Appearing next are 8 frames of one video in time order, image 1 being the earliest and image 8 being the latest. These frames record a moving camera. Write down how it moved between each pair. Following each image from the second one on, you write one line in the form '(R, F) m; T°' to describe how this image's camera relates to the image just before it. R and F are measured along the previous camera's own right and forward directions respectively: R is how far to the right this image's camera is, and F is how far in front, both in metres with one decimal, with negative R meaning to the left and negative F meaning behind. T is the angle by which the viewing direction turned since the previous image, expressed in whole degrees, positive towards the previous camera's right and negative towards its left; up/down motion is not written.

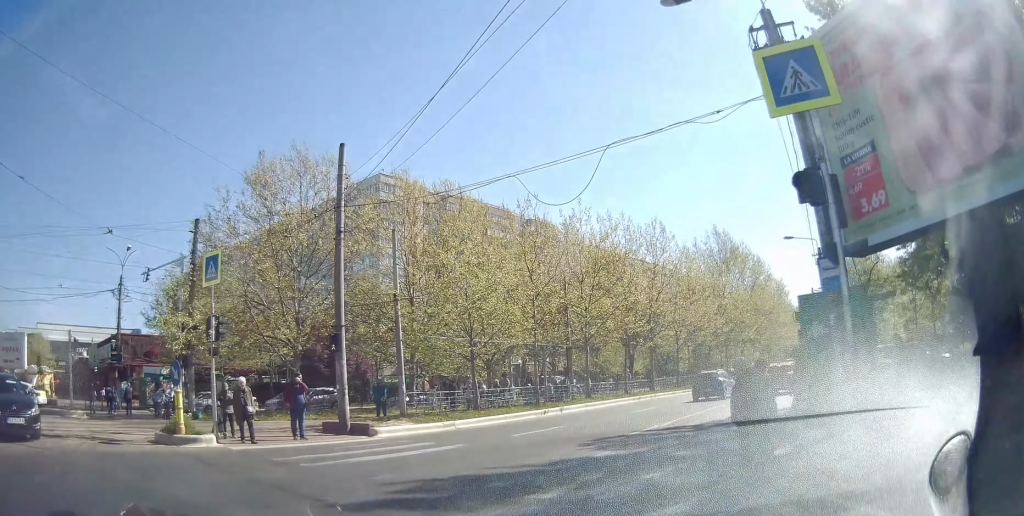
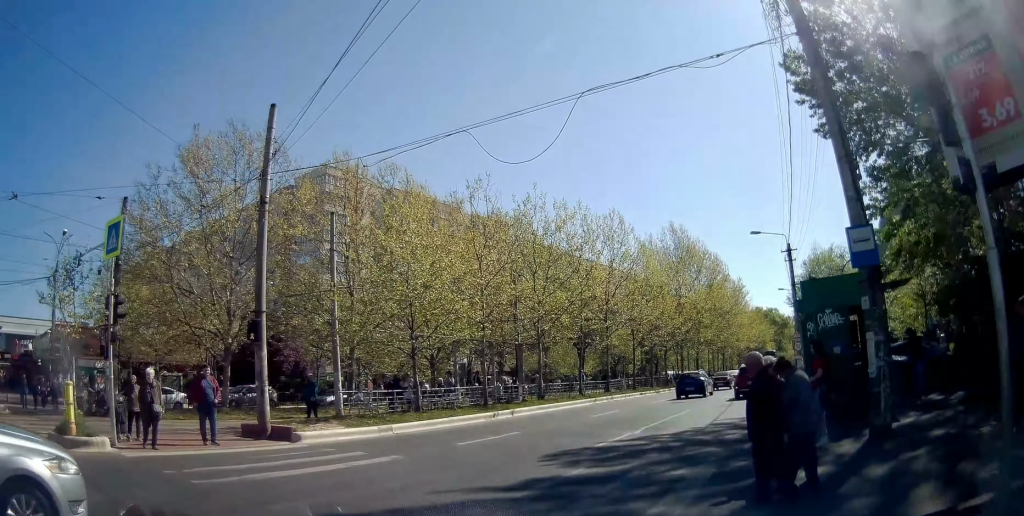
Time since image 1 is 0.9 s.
(+0.2, +3.2) m; +9°
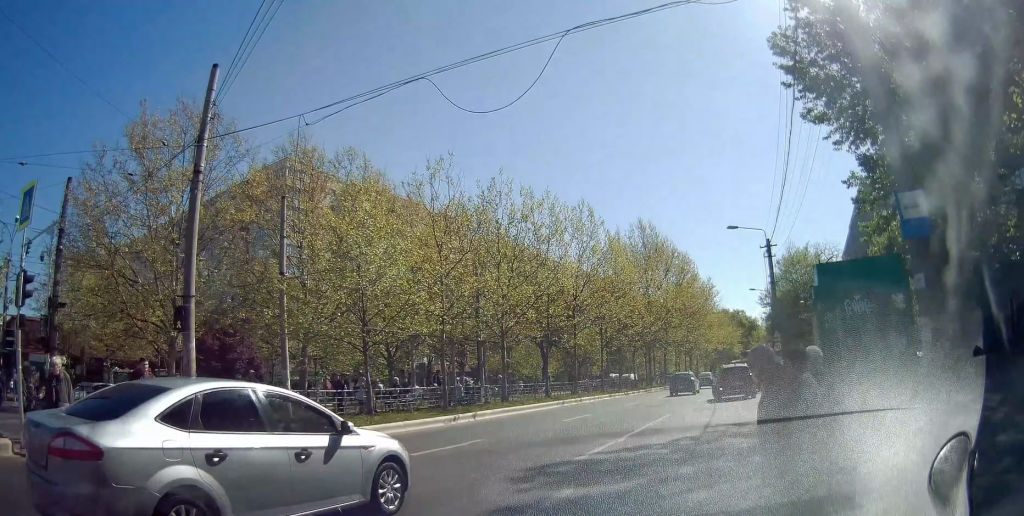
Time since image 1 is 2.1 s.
(+0.4, +3.5) m; +11°
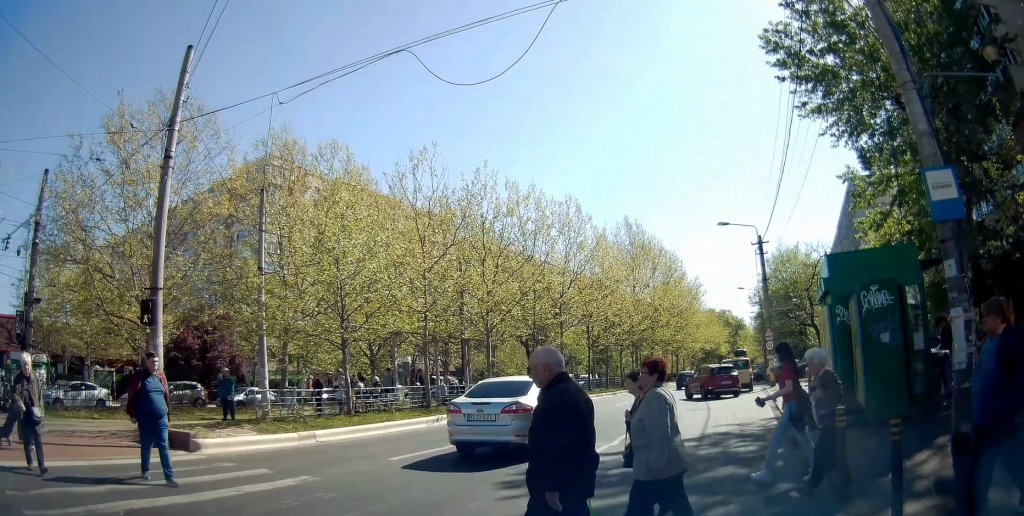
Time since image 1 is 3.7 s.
(+0.1, +1.9) m; +2°
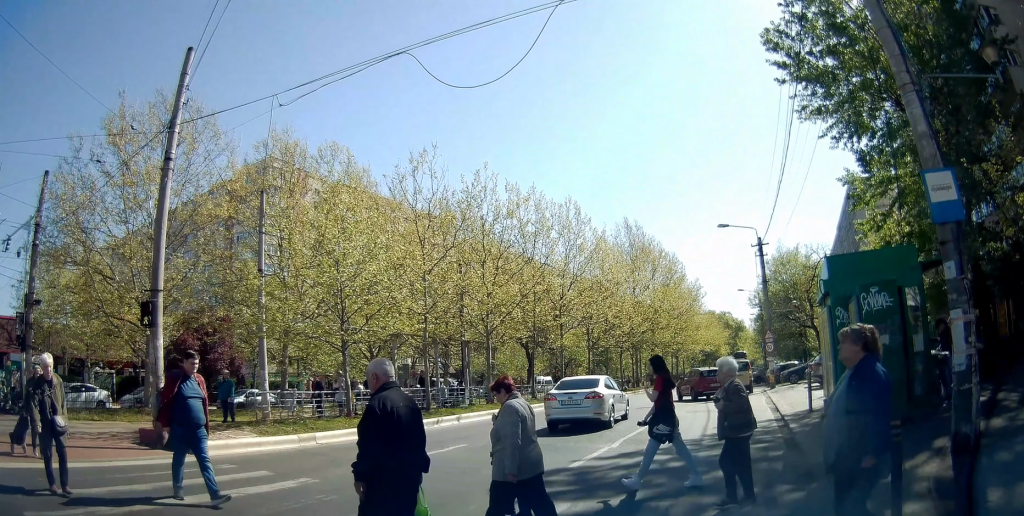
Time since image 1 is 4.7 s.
(0.0, +0.3) m; 0°
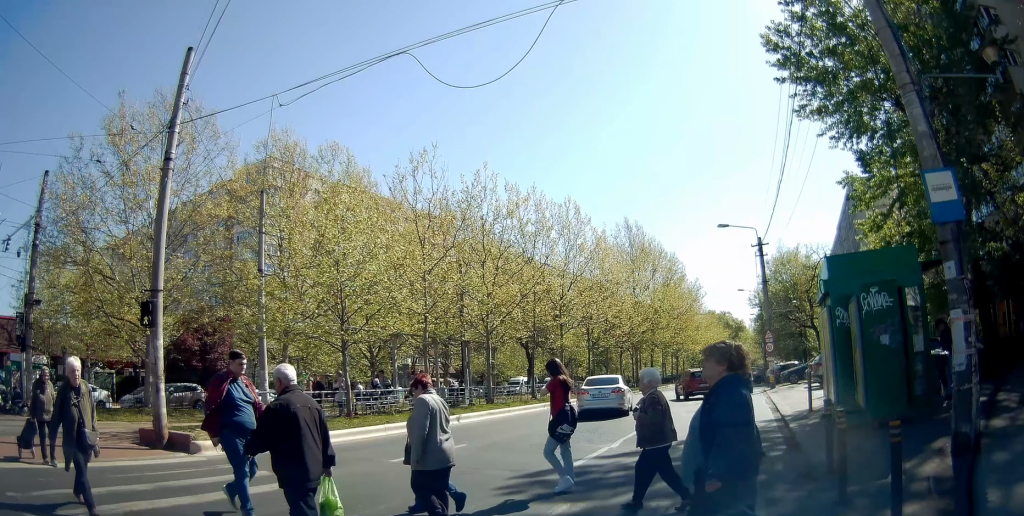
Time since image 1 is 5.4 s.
(0.0, 0.0) m; 0°
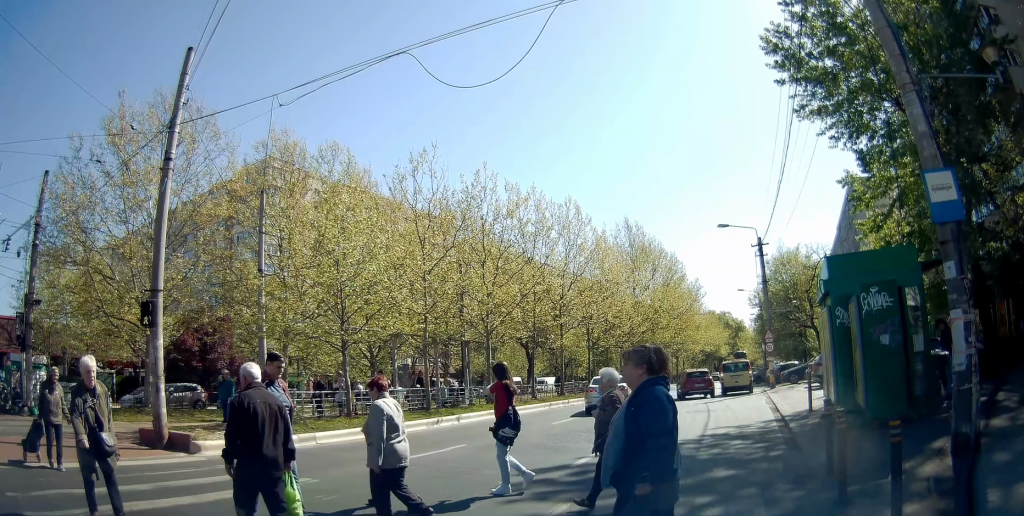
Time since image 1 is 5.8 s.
(0.0, 0.0) m; 0°
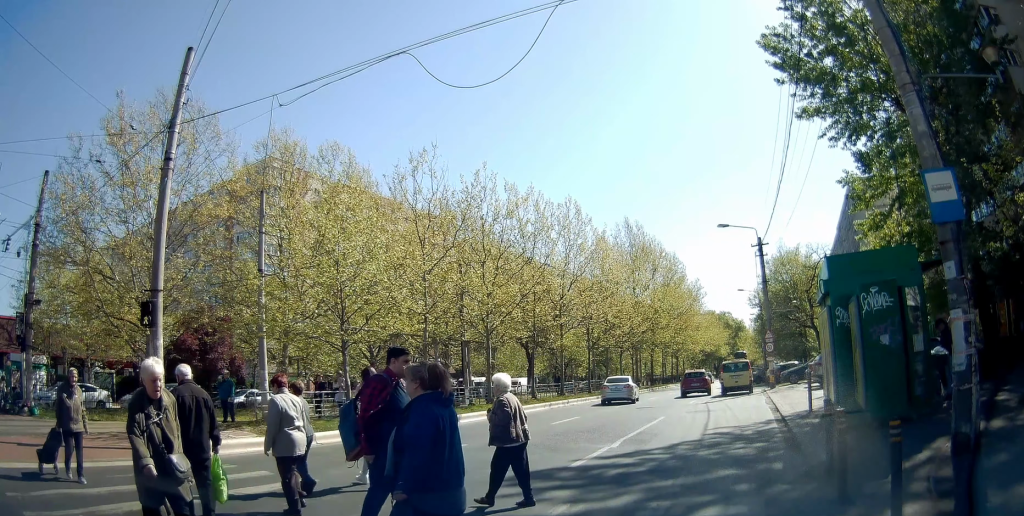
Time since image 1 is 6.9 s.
(0.0, 0.0) m; 0°
